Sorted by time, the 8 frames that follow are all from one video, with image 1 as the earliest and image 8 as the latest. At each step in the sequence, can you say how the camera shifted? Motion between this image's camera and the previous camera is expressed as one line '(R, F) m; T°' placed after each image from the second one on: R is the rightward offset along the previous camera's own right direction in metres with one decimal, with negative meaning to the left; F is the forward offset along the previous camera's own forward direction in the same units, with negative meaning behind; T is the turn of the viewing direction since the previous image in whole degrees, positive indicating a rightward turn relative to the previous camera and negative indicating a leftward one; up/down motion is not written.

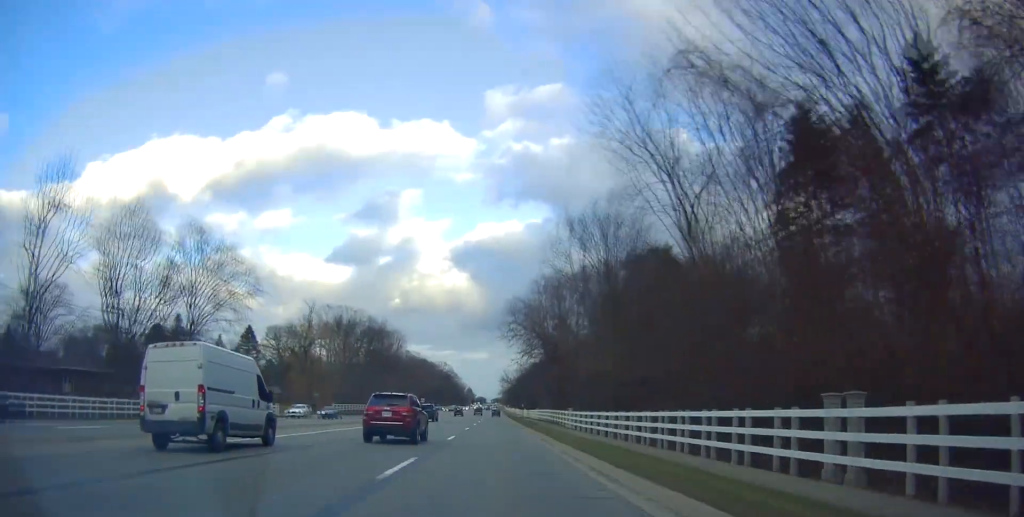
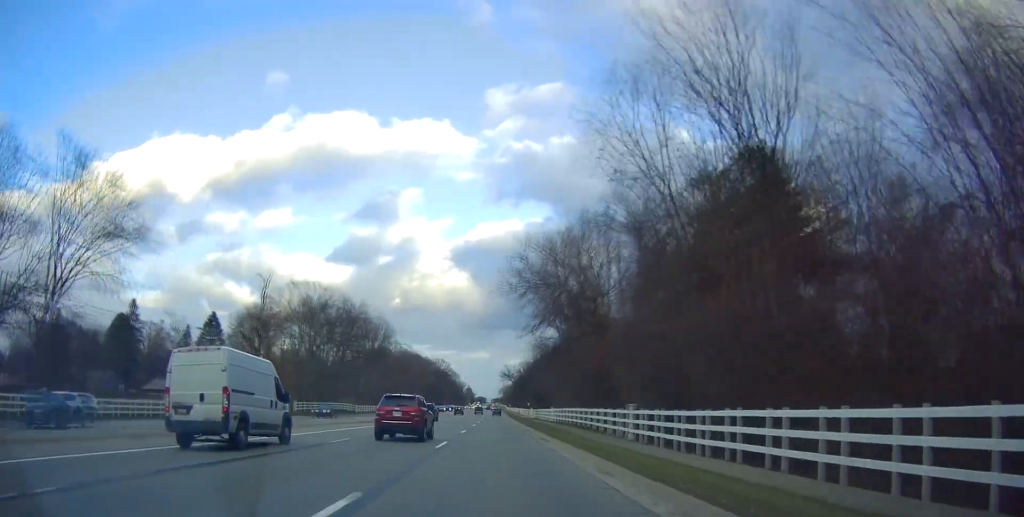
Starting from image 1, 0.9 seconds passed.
(-0.3, +21.6) m; -1°
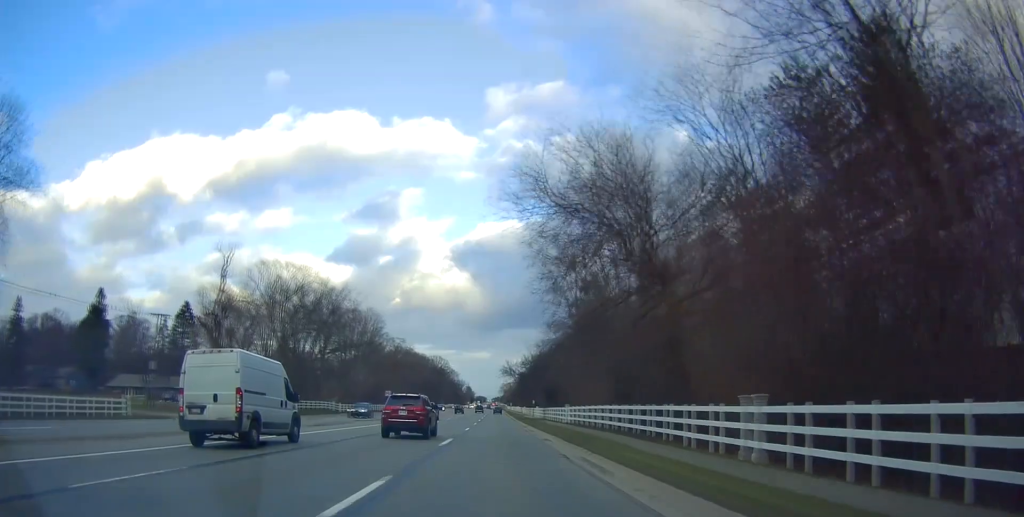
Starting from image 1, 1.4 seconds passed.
(-0.1, +13.3) m; 0°
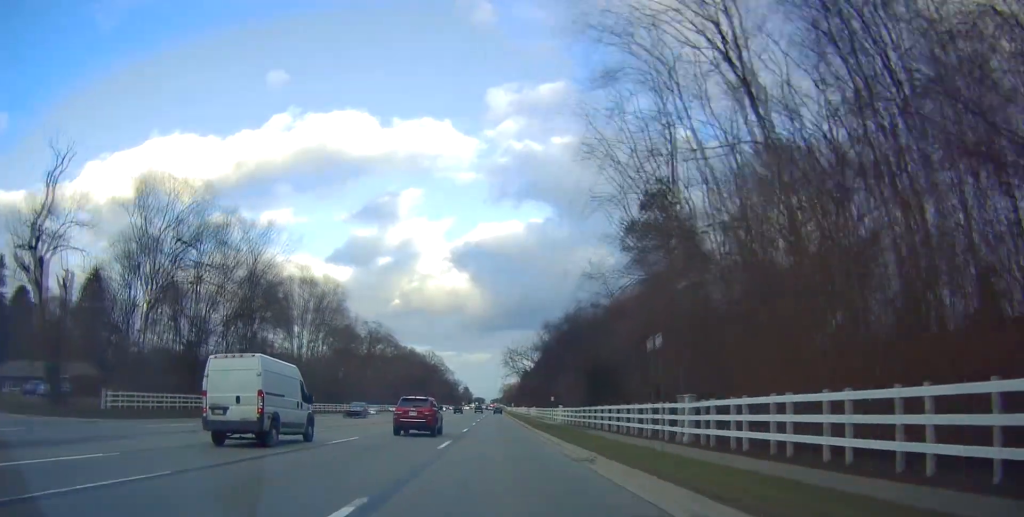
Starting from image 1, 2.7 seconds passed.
(0.0, +33.2) m; 0°
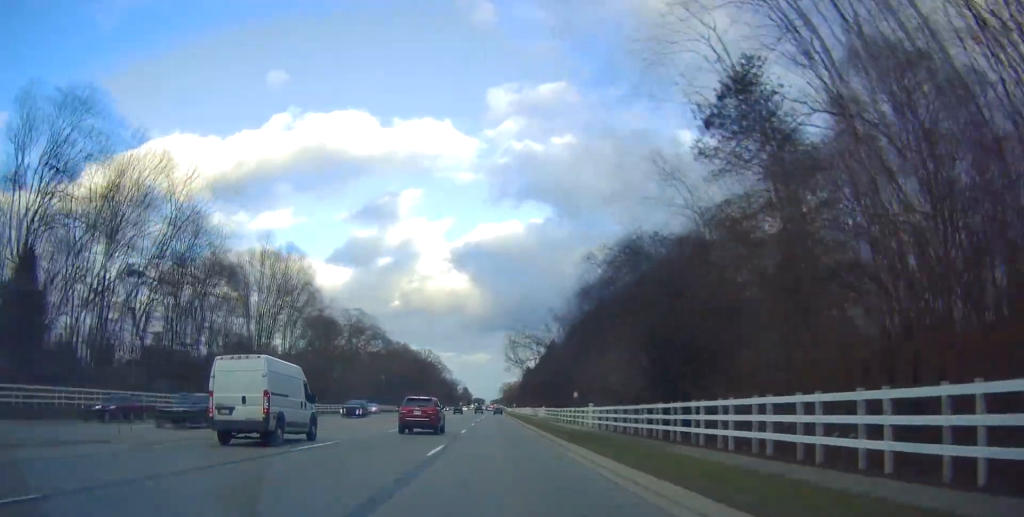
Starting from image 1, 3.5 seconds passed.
(0.0, +18.3) m; 0°
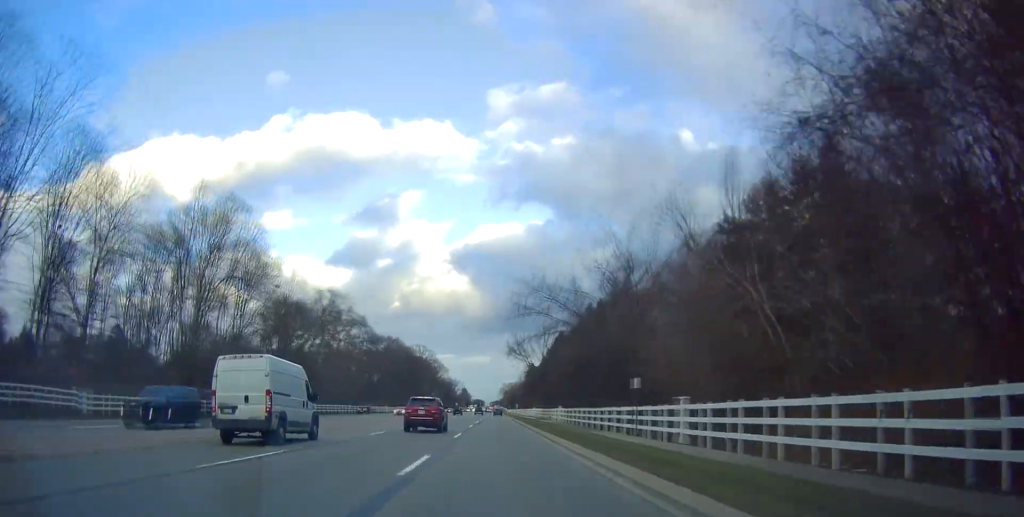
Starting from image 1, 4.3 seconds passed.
(0.0, +20.0) m; 0°
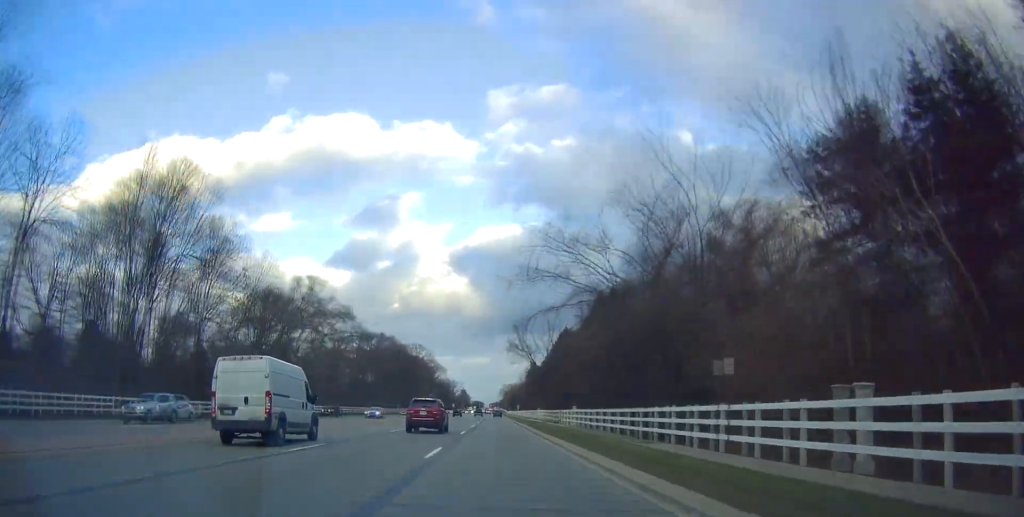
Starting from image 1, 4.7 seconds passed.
(0.0, +10.8) m; +1°
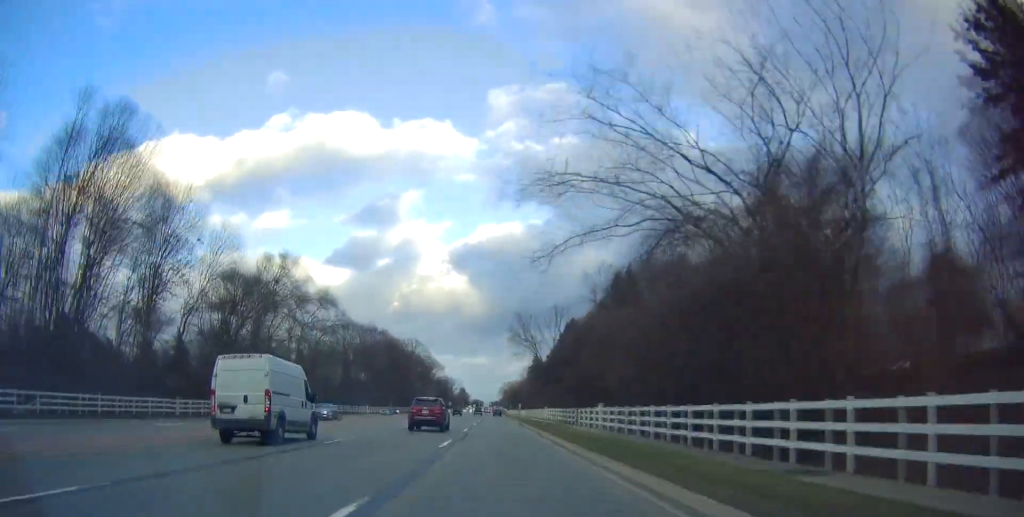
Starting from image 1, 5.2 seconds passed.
(-0.1, +11.6) m; +1°
